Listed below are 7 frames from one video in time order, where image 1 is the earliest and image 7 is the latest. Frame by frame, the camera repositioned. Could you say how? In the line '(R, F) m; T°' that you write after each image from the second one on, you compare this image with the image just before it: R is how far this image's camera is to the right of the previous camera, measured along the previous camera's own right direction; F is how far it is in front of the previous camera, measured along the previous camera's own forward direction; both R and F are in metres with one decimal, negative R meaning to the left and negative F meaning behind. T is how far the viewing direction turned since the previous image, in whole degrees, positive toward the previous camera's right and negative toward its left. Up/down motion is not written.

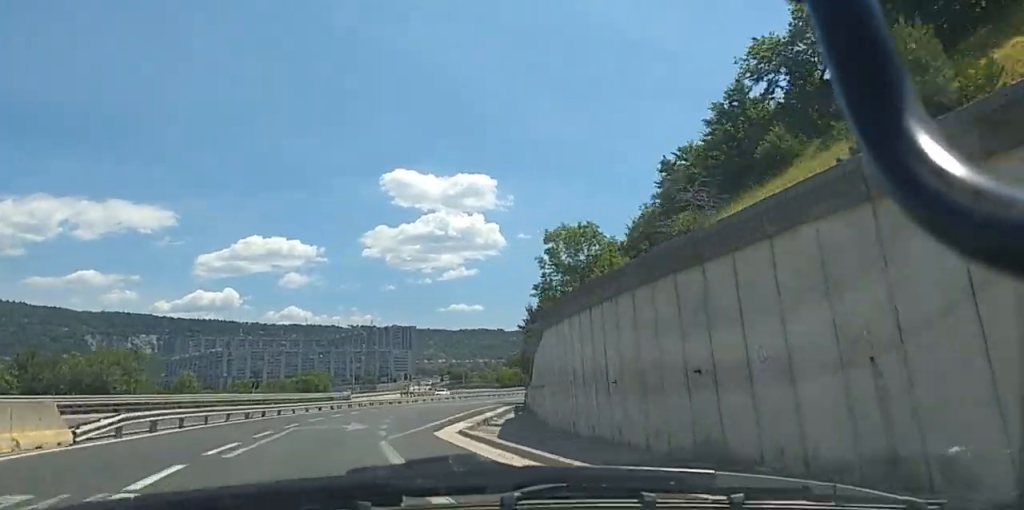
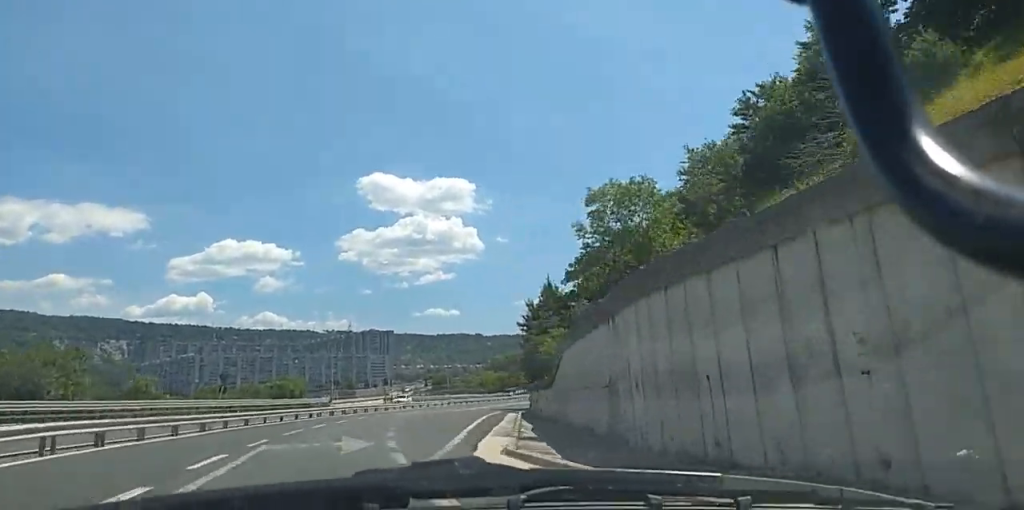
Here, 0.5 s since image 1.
(+0.4, +10.1) m; +4°
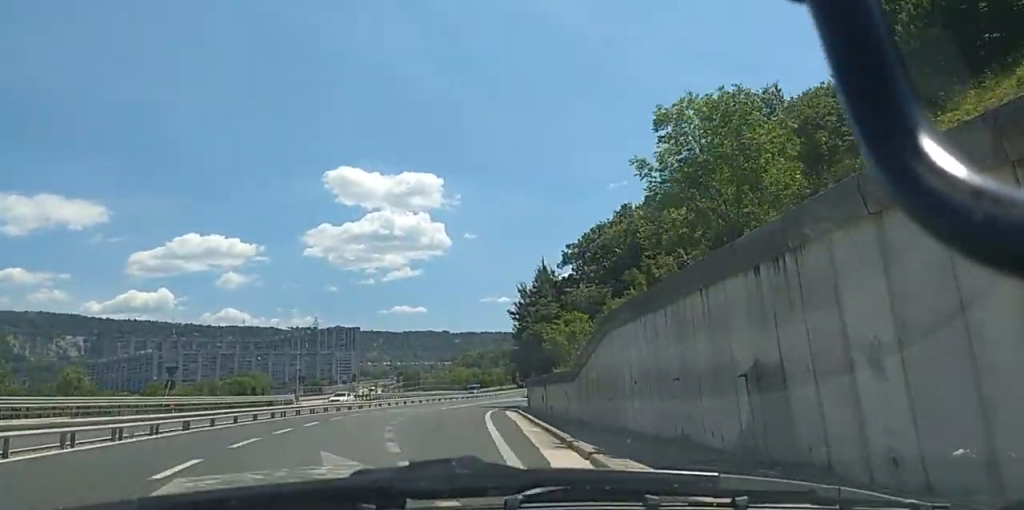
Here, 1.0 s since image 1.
(+0.5, +10.2) m; +1°
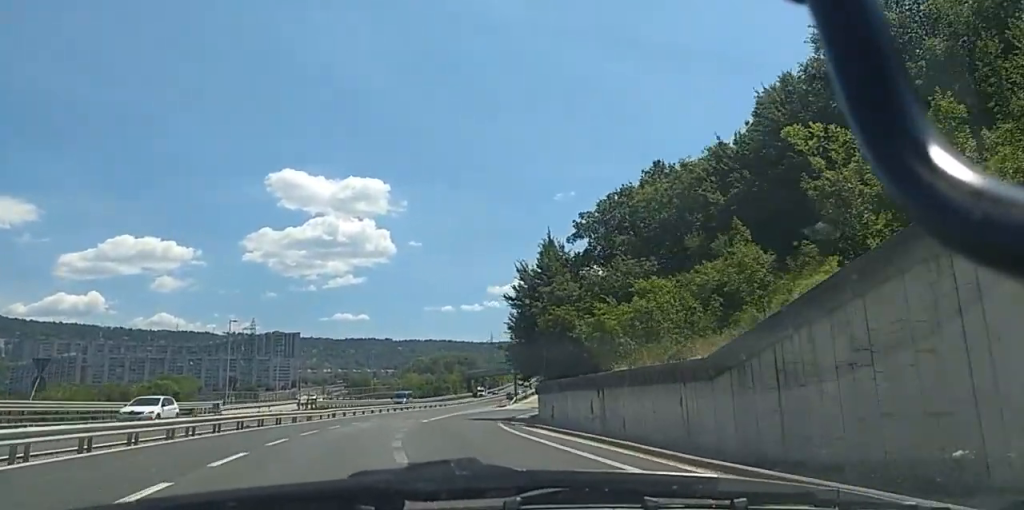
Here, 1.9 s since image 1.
(+0.2, +19.2) m; +1°
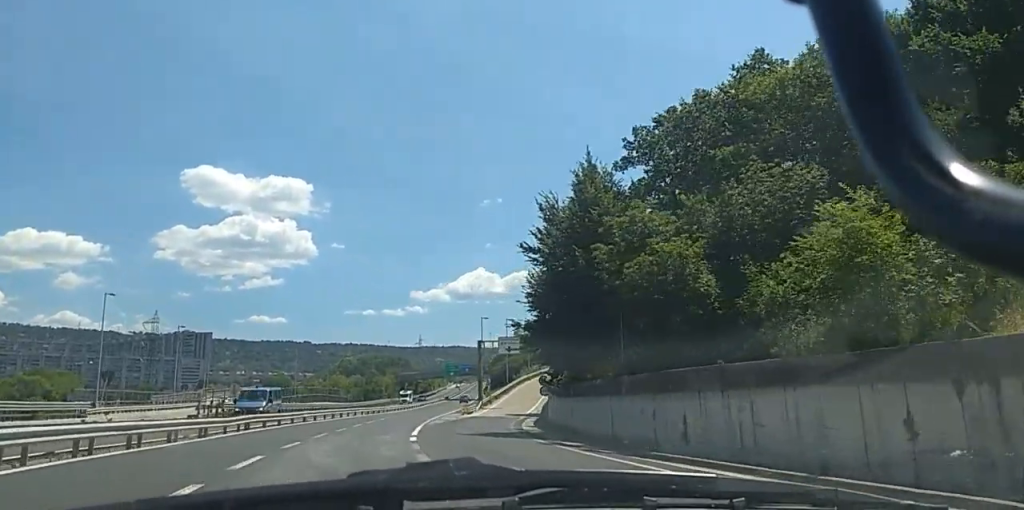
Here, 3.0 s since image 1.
(+0.4, +23.7) m; +4°
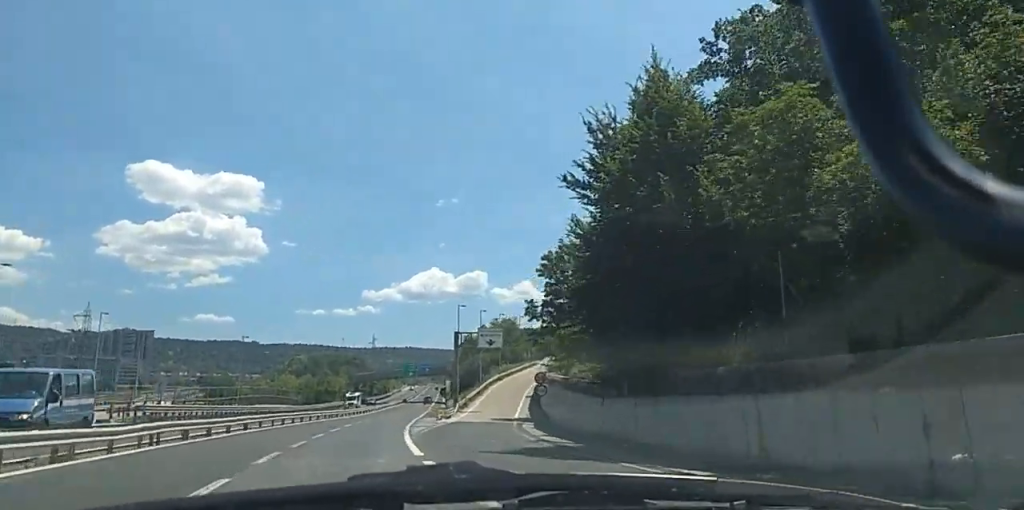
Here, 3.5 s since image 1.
(+0.2, +12.5) m; +3°
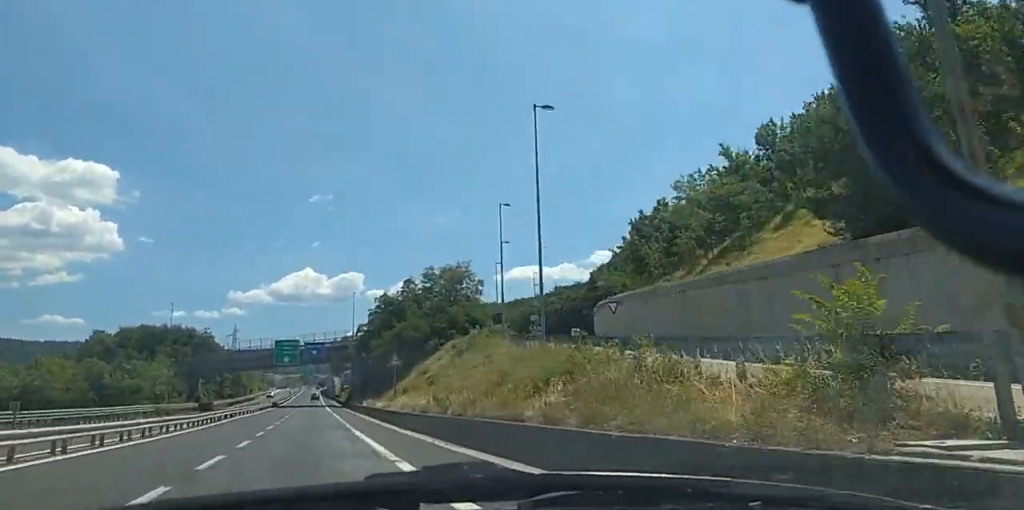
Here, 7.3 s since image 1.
(+9.4, +77.7) m; +10°
